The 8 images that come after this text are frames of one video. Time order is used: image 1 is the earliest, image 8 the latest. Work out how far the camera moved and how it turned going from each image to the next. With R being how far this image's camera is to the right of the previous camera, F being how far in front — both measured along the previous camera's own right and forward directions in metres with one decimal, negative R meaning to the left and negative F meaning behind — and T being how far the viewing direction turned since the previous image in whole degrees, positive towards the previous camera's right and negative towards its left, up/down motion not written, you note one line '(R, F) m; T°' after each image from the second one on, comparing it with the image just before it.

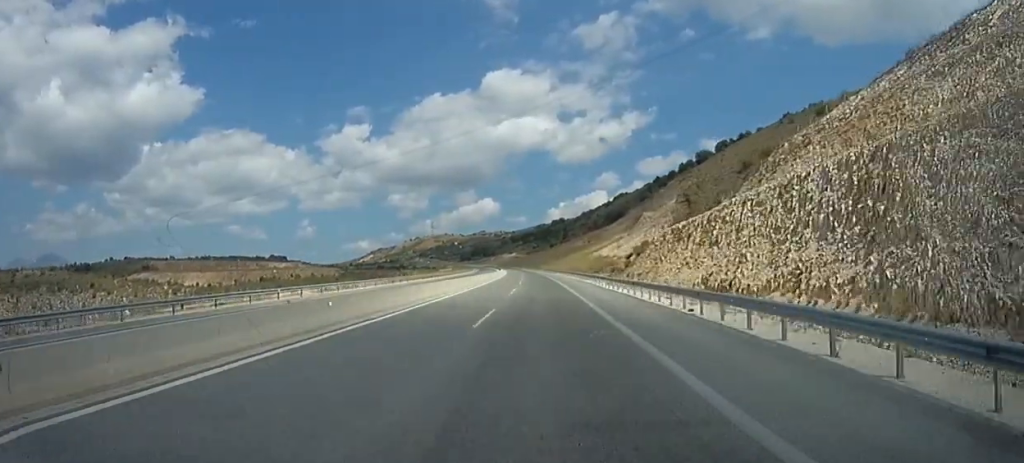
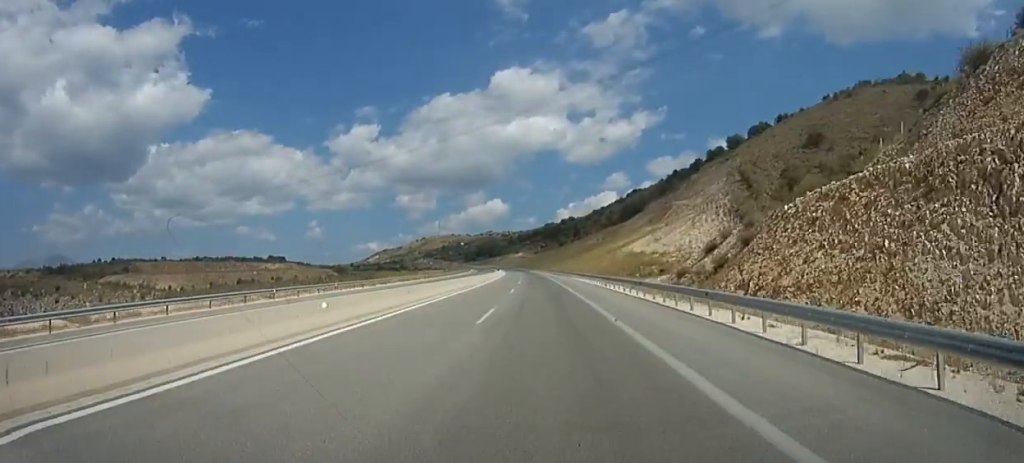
(-0.6, +36.6) m; -1°
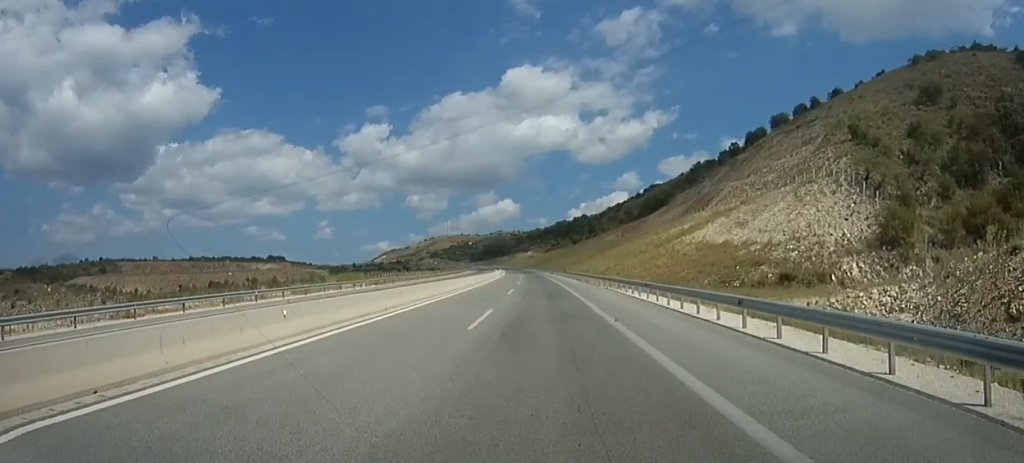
(-0.4, +39.2) m; -1°
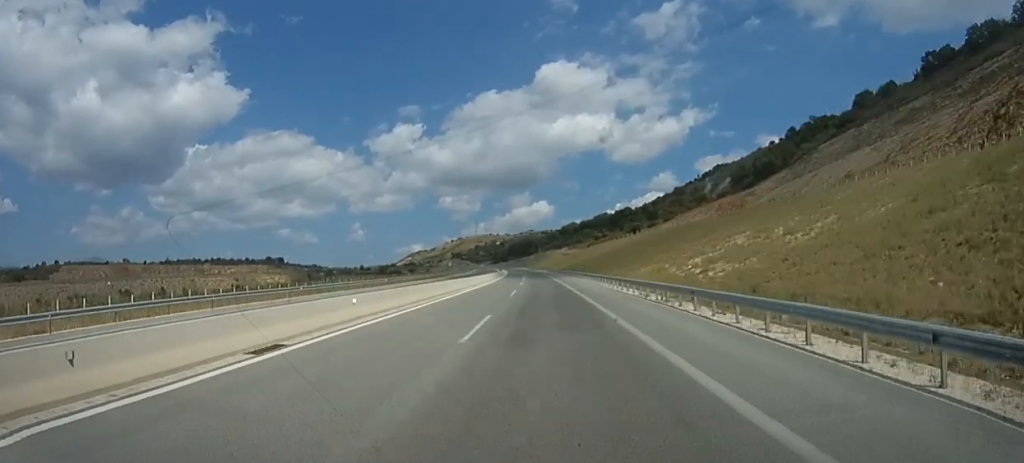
(-2.2, +113.9) m; -4°
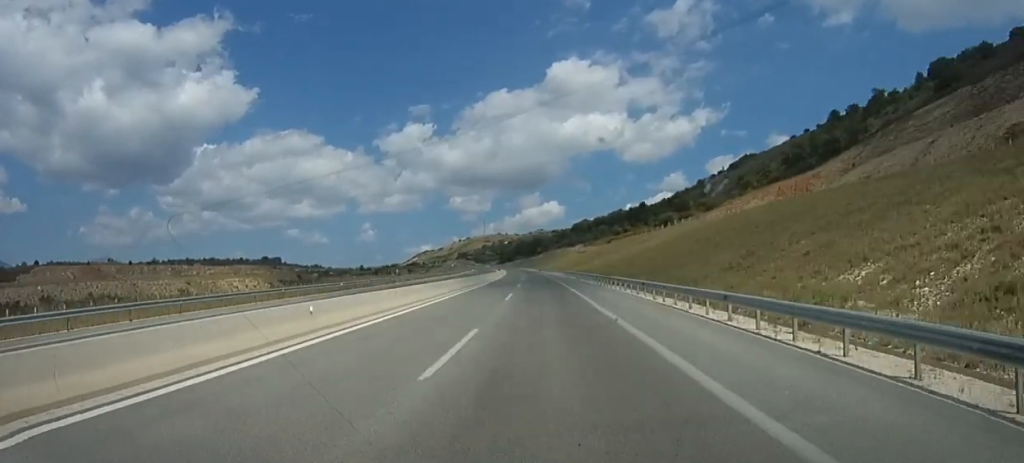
(-1.2, +39.9) m; -1°
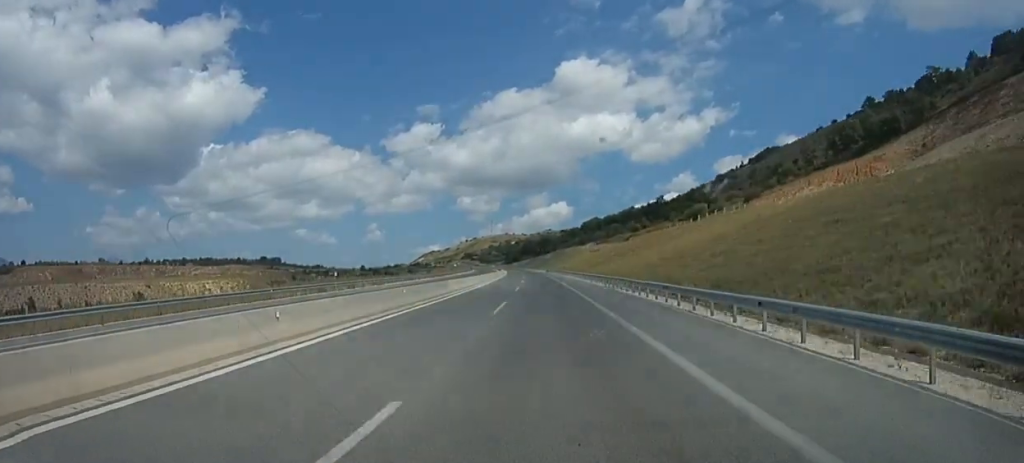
(-0.2, +25.8) m; -1°
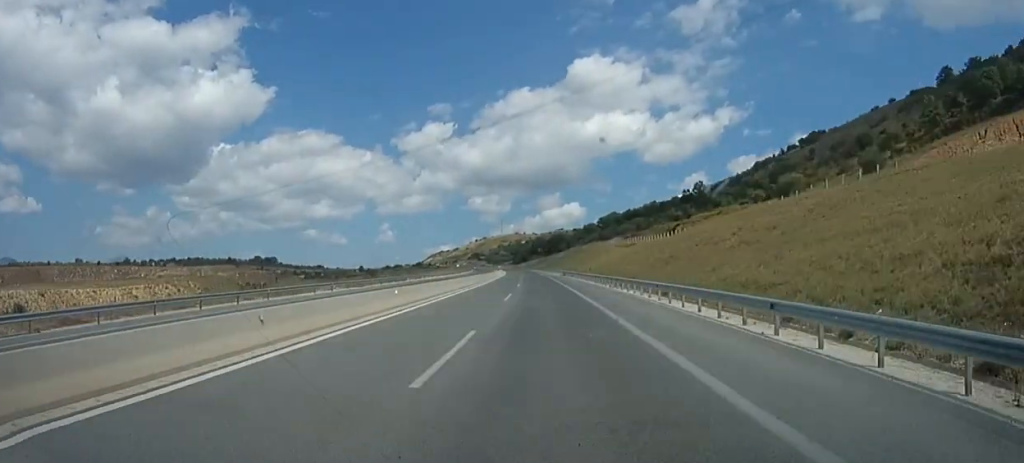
(+0.1, +49.2) m; -1°
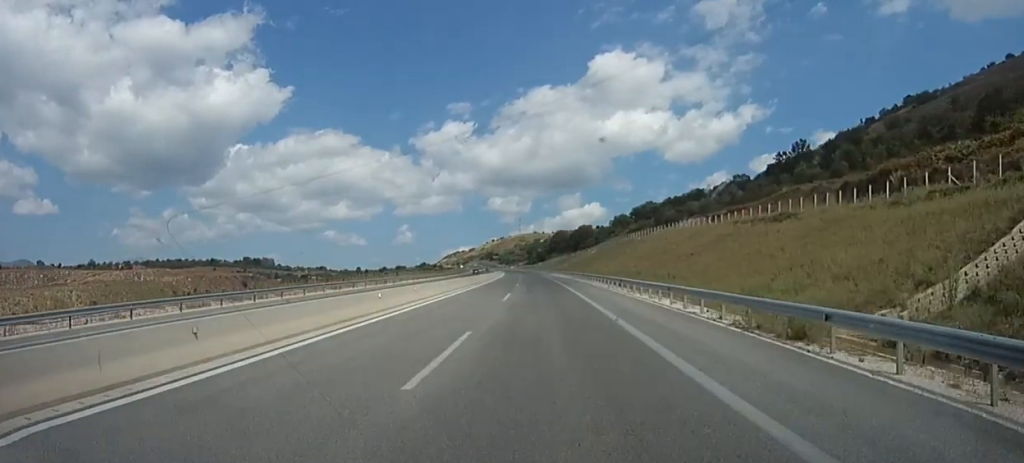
(-2.2, +74.2) m; -3°
